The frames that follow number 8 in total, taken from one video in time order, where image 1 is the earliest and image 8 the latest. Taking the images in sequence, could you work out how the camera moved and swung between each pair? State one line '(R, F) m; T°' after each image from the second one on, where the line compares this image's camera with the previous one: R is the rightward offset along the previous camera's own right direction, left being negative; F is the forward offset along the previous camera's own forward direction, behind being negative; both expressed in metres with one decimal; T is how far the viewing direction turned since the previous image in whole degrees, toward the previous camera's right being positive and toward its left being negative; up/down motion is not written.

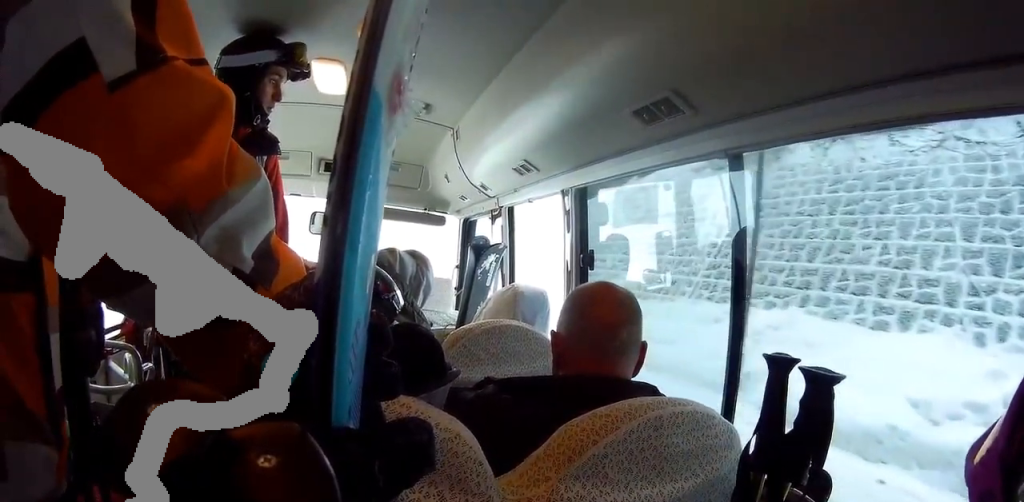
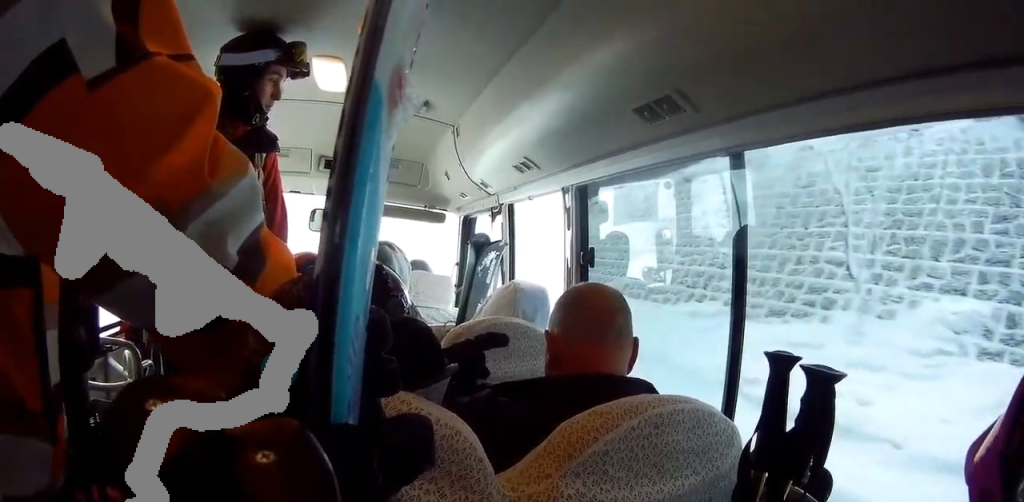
(0.0, +10.5) m; 0°
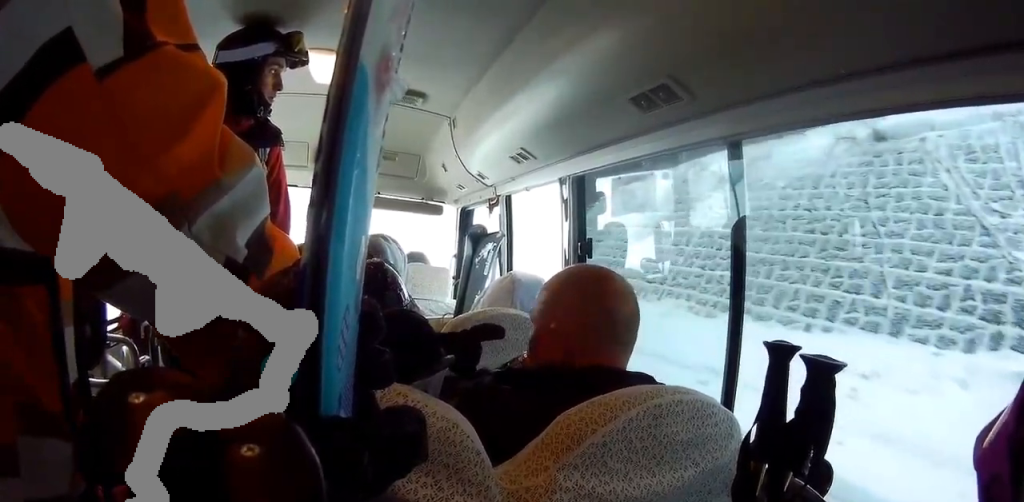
(0.0, +7.9) m; 0°
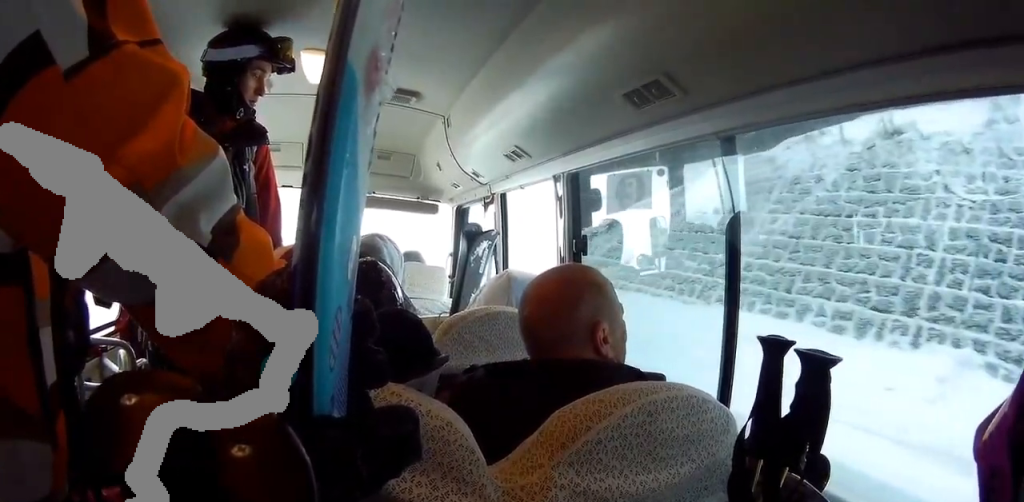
(+0.1, +7.4) m; 0°
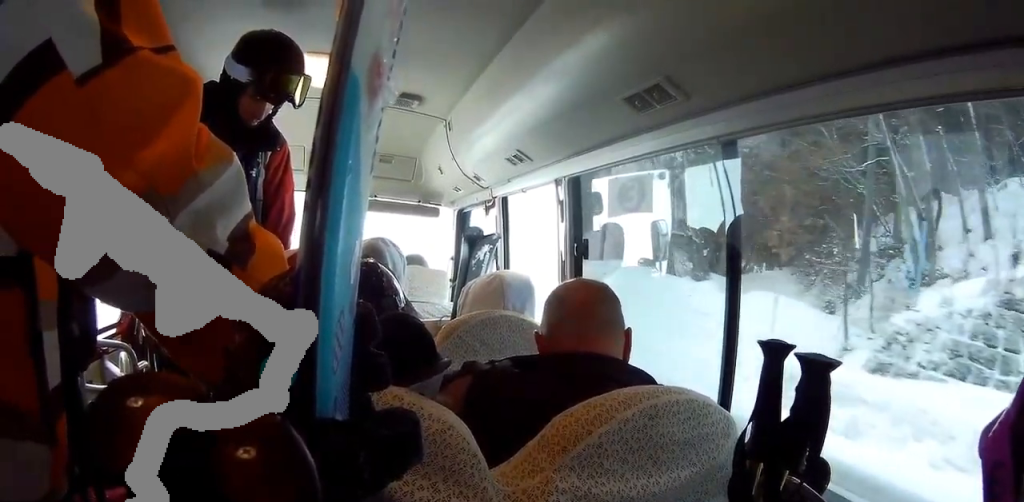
(0.0, +16.5) m; 0°
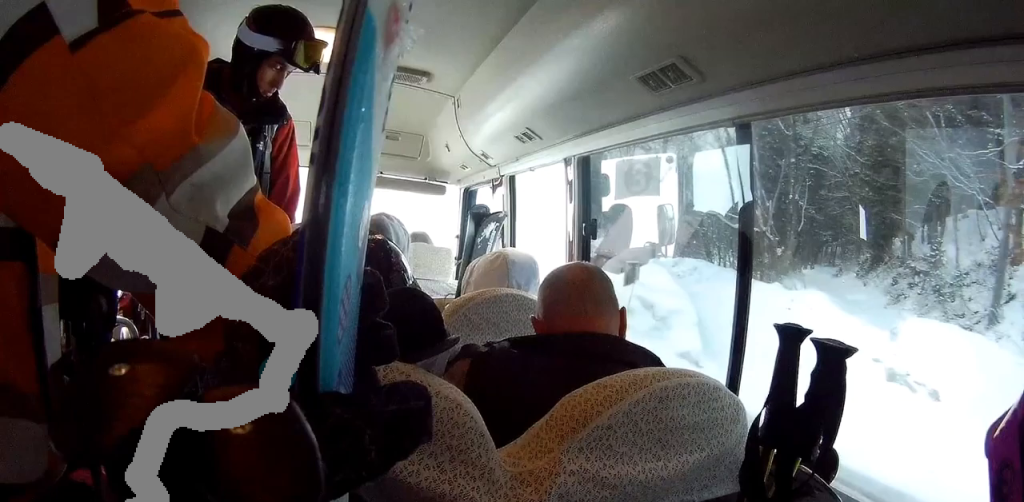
(-0.2, +5.1) m; 0°
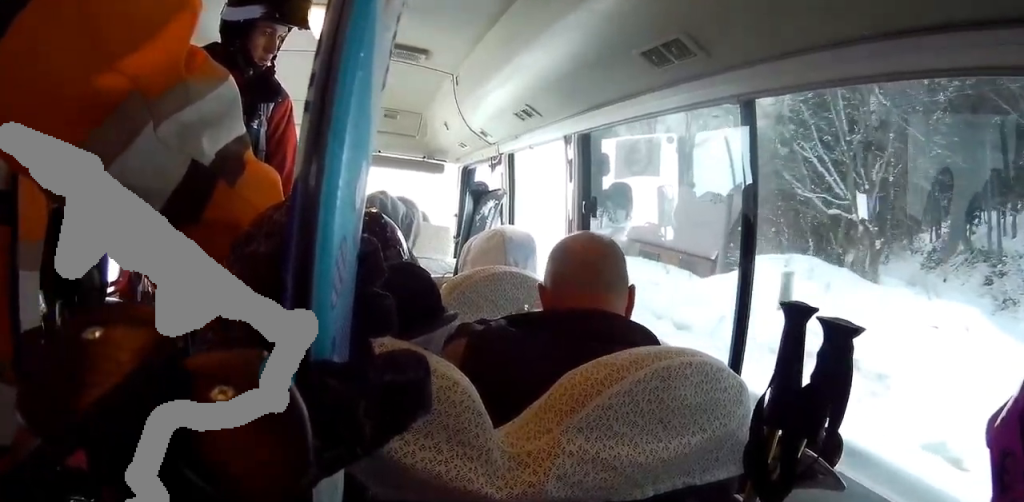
(+0.1, +5.5) m; 0°
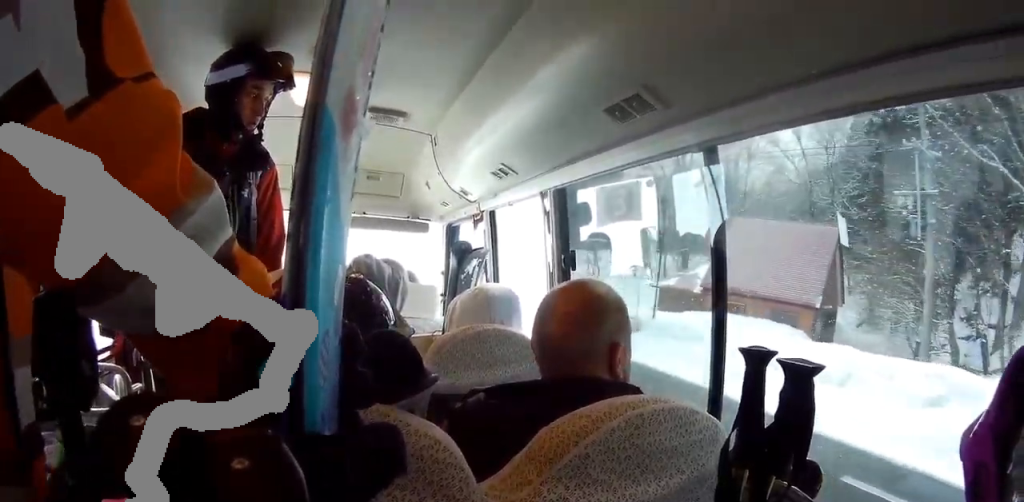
(-0.1, +9.9) m; 0°
